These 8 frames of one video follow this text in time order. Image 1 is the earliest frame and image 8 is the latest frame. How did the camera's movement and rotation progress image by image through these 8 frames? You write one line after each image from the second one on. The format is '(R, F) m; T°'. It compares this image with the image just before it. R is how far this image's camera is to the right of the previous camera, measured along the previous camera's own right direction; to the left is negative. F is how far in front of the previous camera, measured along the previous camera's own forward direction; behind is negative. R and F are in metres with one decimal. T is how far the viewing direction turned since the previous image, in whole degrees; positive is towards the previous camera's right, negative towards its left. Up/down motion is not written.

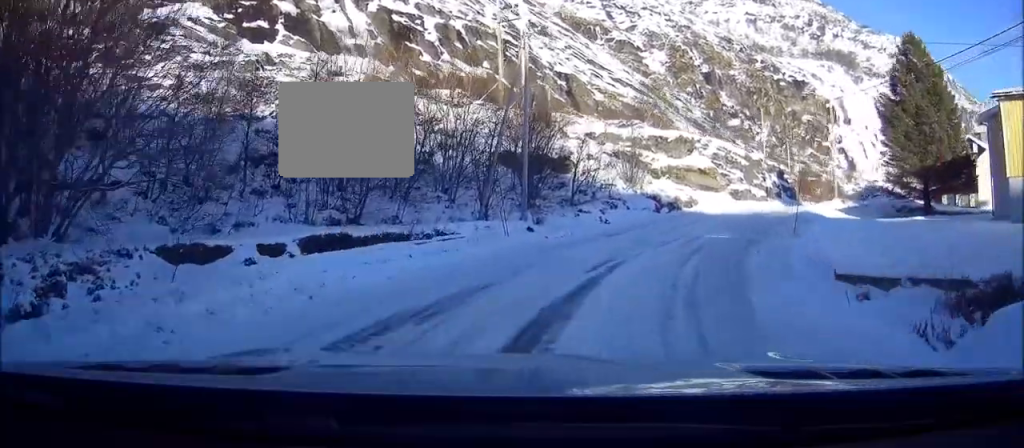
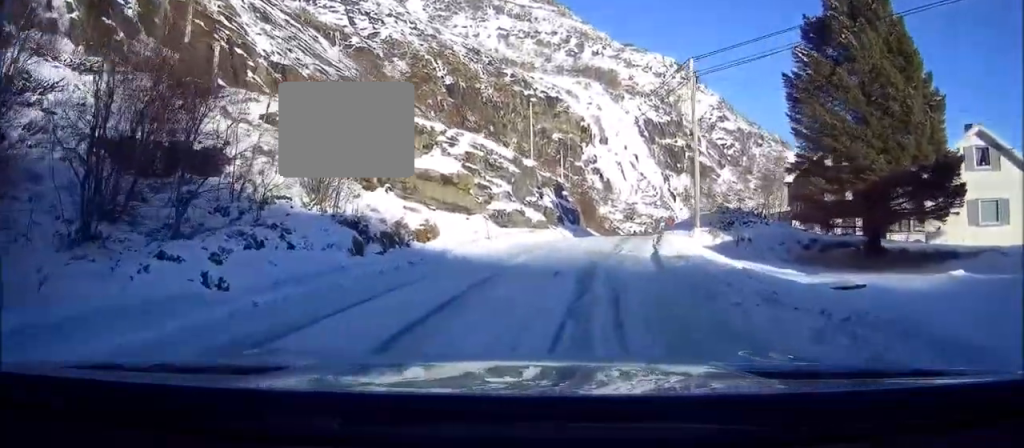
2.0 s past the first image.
(+2.9, +18.2) m; +17°
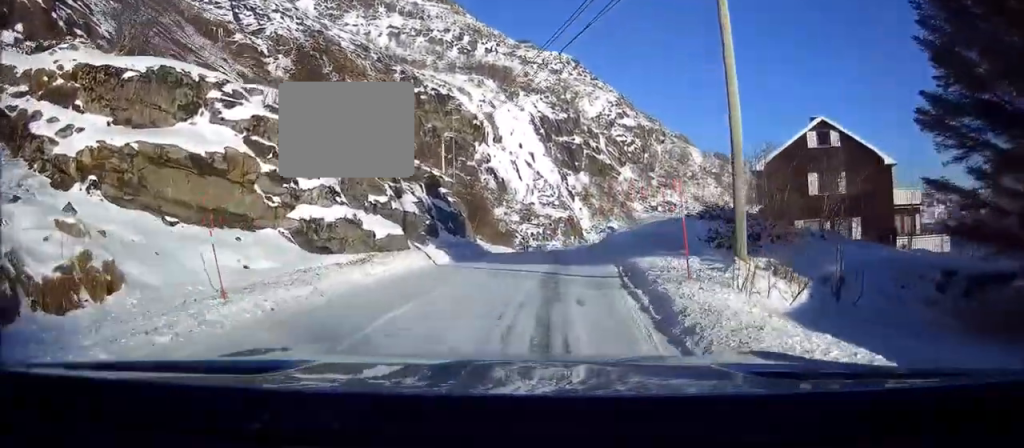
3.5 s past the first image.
(+1.9, +13.9) m; +9°
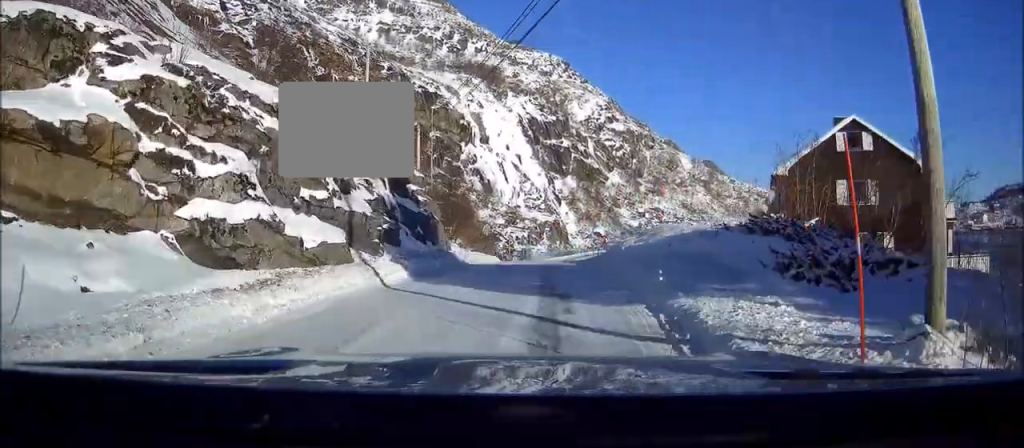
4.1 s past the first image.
(0.0, +5.2) m; +1°
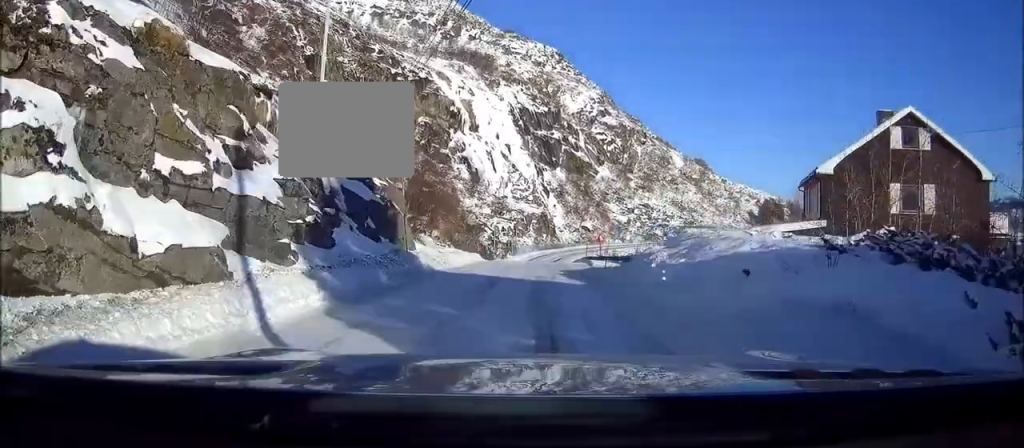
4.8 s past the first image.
(+0.2, +6.2) m; +2°
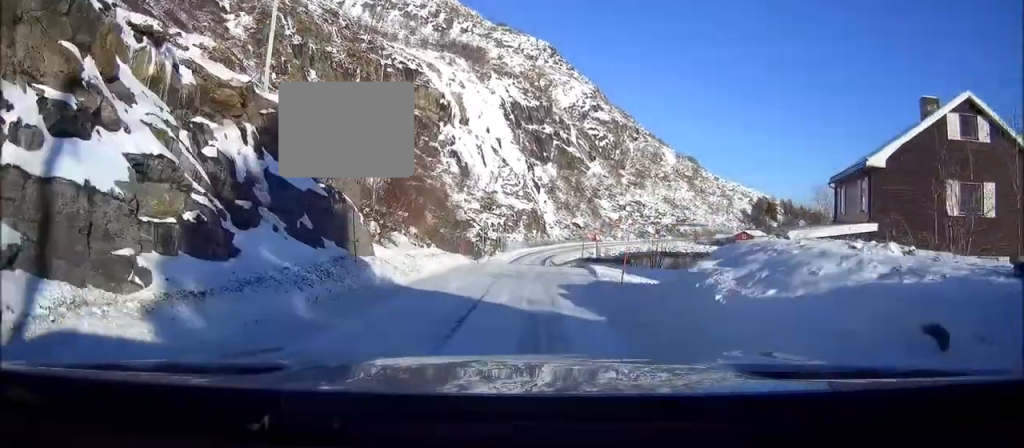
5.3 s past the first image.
(+0.1, +5.0) m; +1°
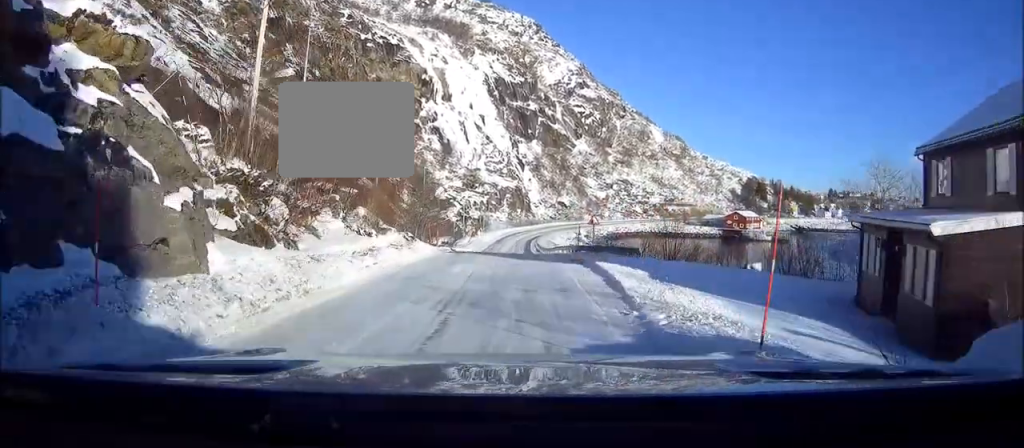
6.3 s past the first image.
(+0.1, +9.3) m; +2°
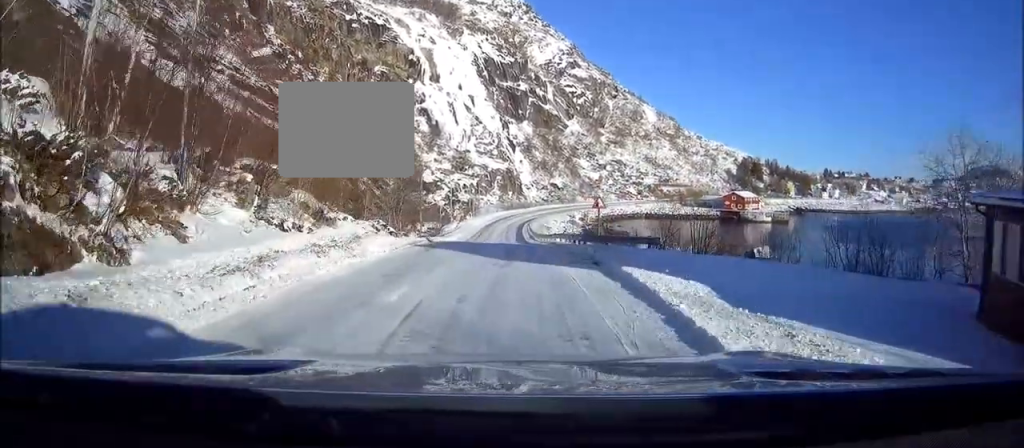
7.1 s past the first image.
(+0.1, +7.9) m; +1°
